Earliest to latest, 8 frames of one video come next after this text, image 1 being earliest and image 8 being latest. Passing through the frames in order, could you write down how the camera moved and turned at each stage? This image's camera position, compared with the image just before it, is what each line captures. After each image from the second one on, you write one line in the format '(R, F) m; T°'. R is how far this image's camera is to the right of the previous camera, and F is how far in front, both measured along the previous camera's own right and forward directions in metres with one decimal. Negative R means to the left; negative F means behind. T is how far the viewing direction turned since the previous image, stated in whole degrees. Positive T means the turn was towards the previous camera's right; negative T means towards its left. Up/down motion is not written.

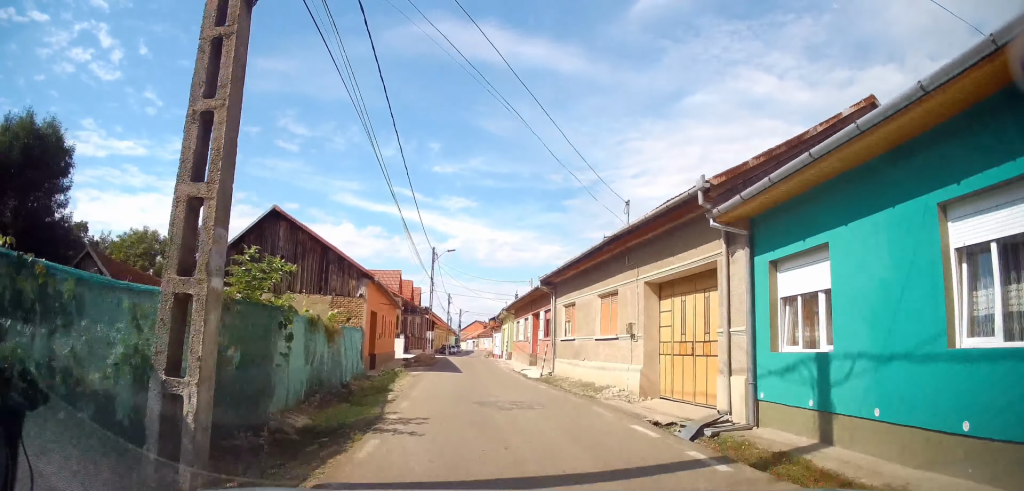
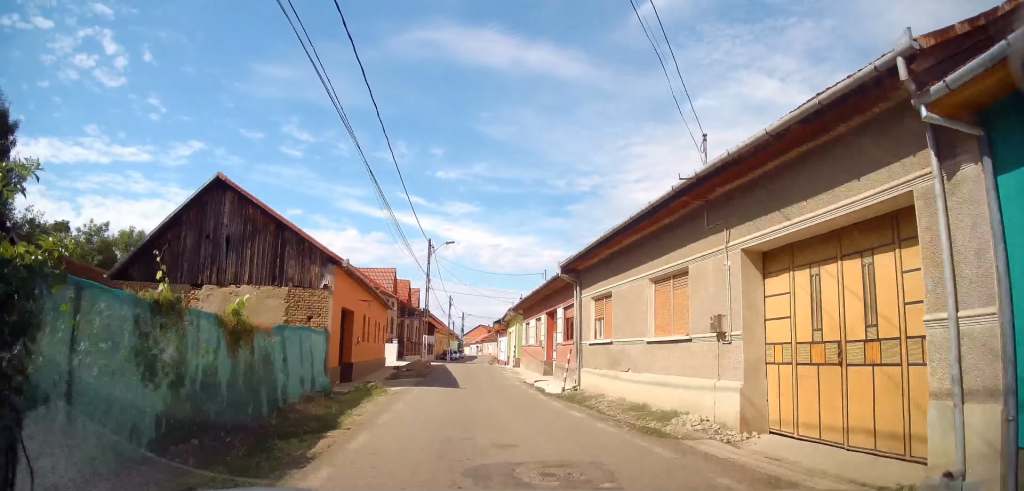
(-0.1, +4.9) m; -1°
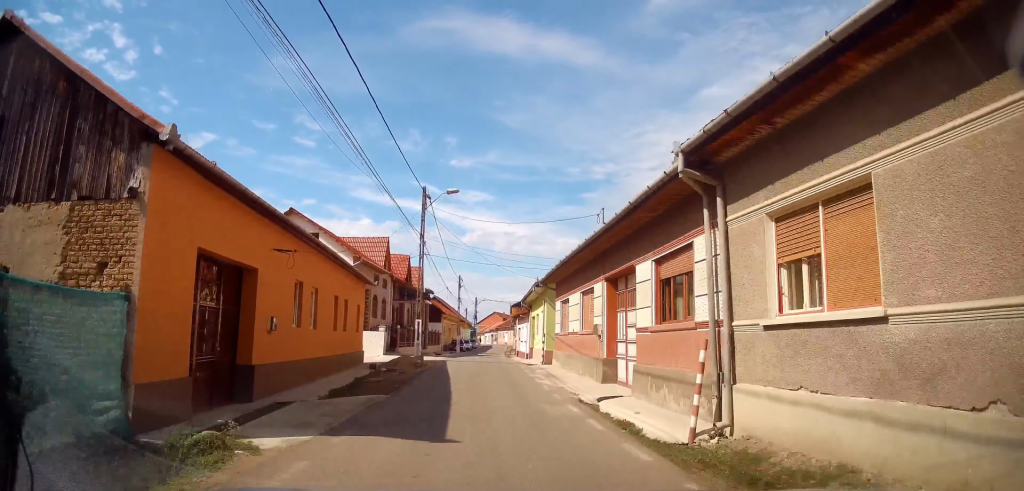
(-0.1, +9.5) m; -1°
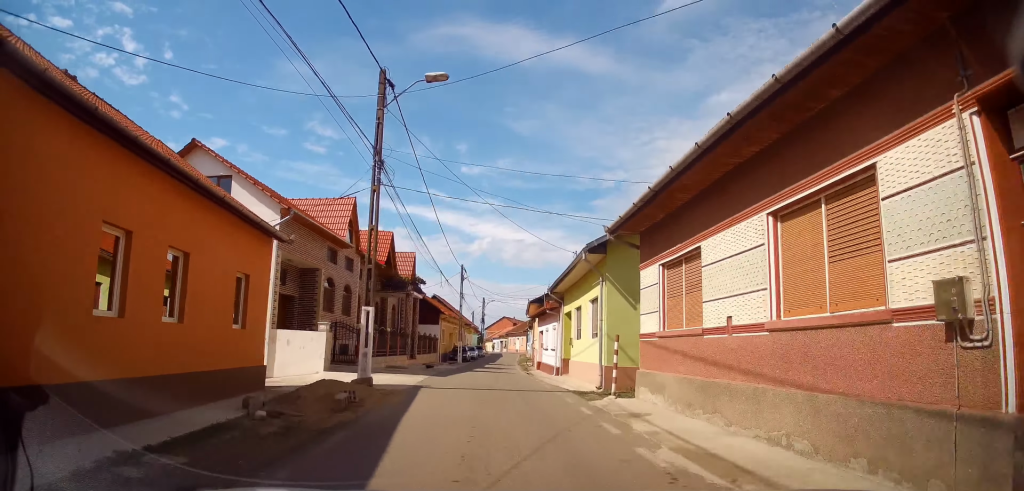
(0.0, +11.9) m; 0°
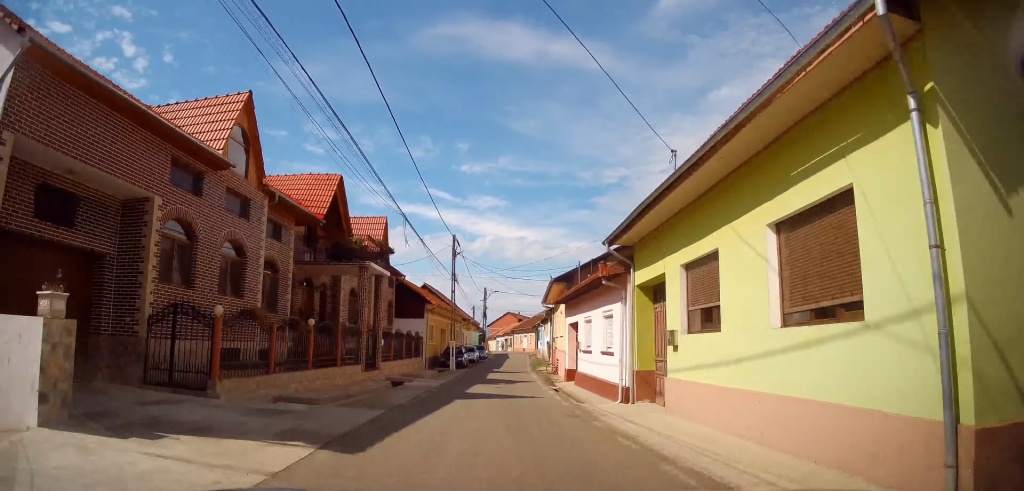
(+0.1, +12.3) m; +1°
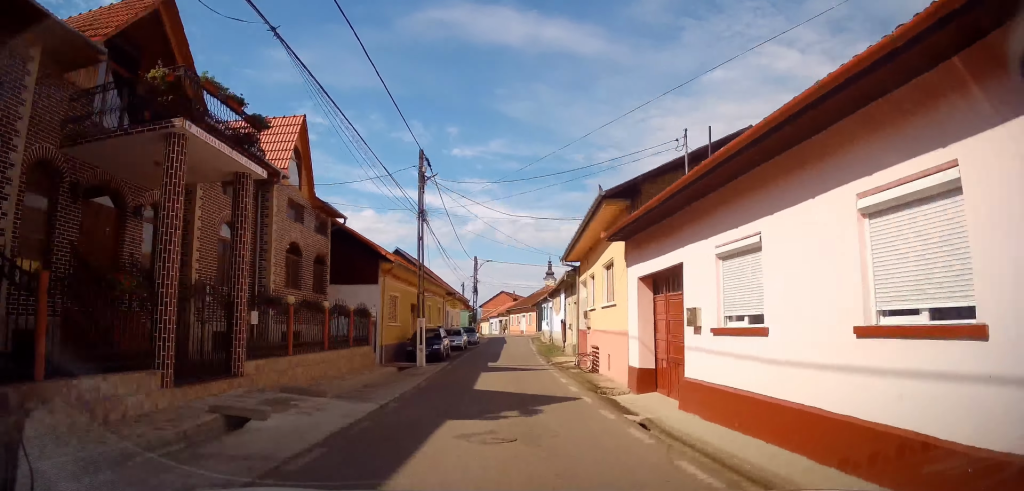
(+0.1, +12.5) m; -1°
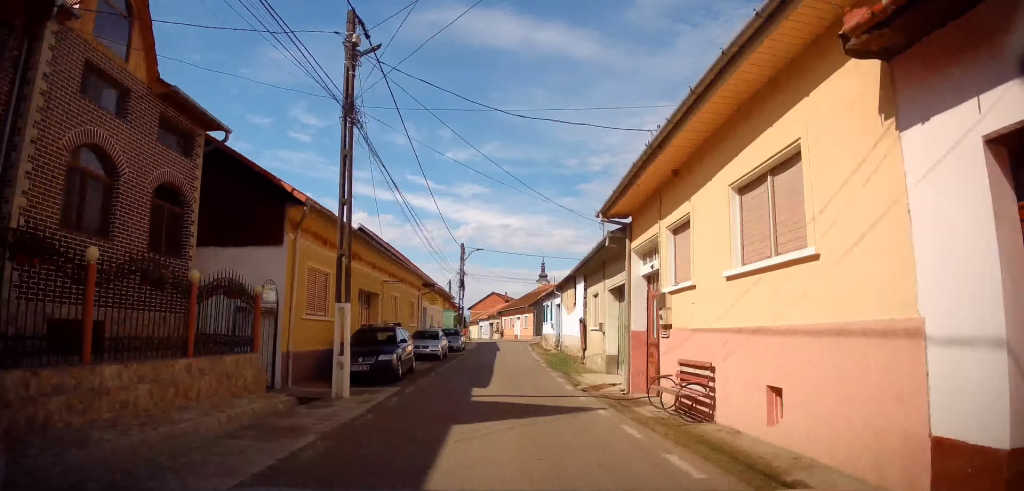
(-0.2, +9.6) m; +1°
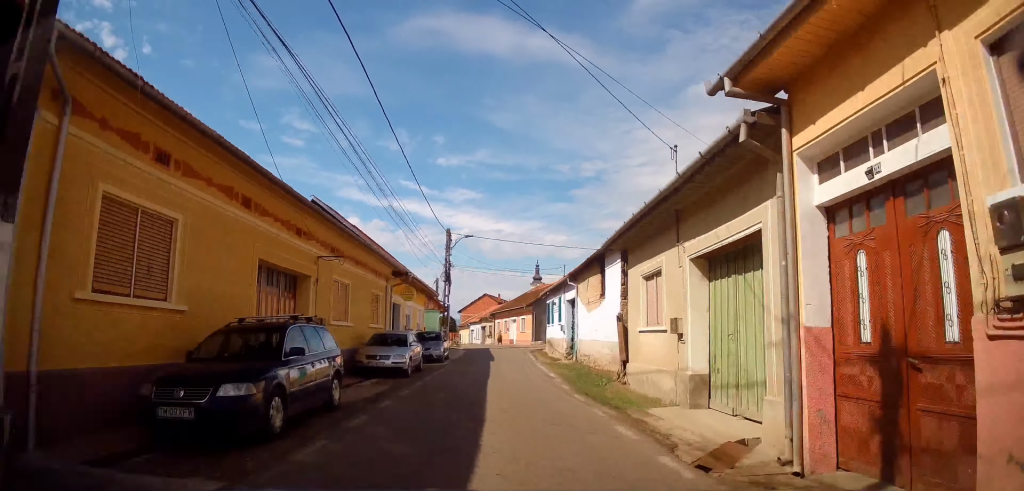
(+0.2, +7.9) m; +3°
